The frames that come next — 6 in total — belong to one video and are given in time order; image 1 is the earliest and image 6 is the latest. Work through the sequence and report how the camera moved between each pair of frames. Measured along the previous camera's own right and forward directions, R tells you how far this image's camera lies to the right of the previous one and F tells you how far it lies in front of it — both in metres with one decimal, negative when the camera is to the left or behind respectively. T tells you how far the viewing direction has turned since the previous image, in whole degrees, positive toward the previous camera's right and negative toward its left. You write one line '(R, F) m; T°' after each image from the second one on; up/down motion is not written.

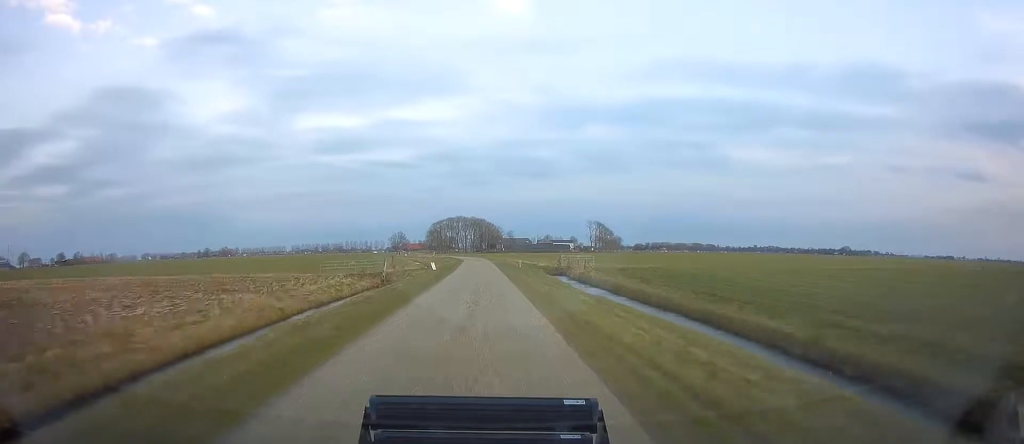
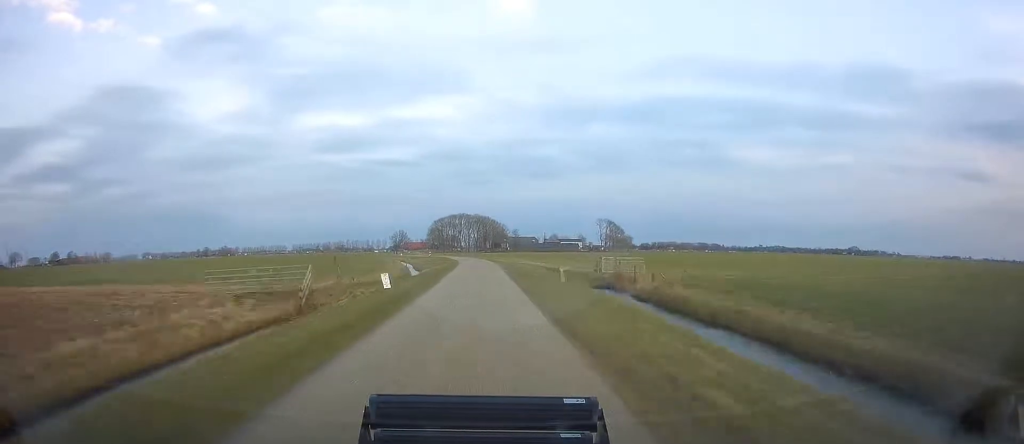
(0.0, +20.3) m; 0°
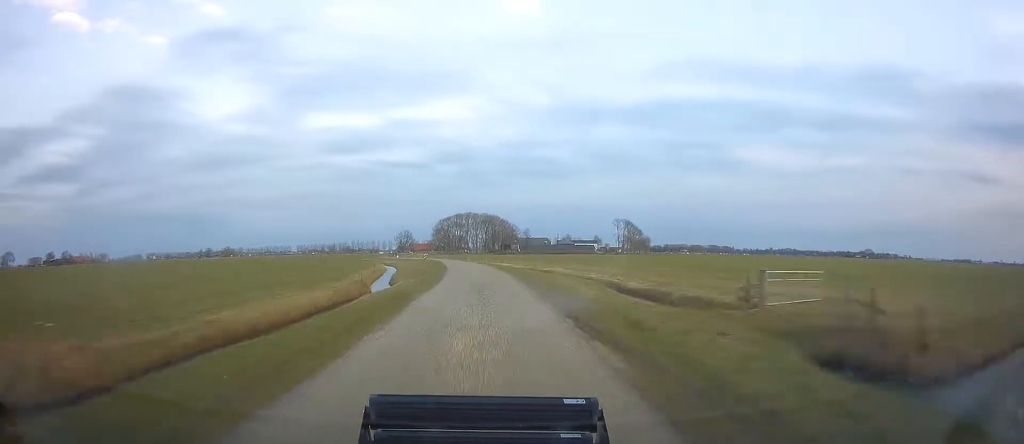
(-0.2, +26.2) m; -1°
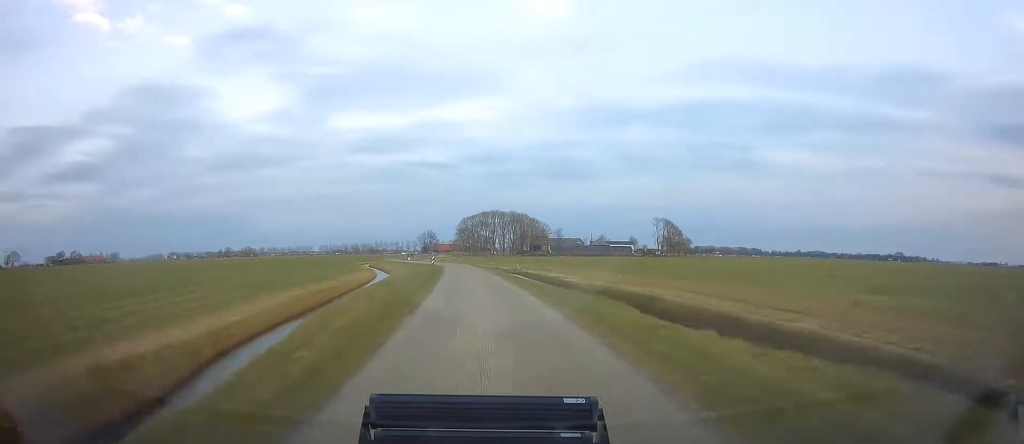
(-0.4, +28.0) m; -2°
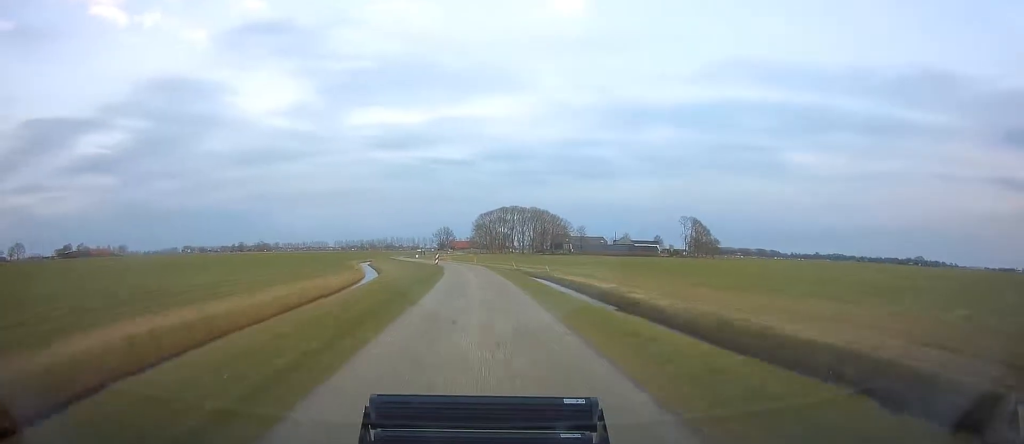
(-0.1, +16.4) m; -2°
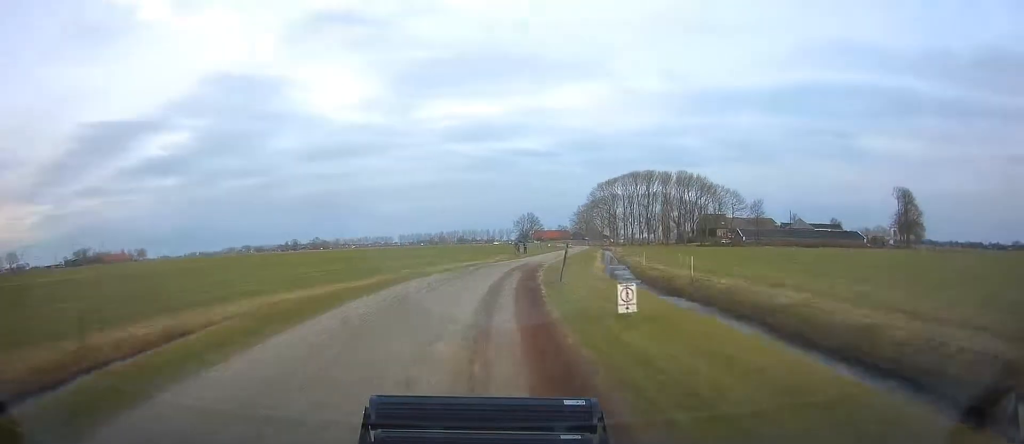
(-14.7, +113.4) m; -7°
